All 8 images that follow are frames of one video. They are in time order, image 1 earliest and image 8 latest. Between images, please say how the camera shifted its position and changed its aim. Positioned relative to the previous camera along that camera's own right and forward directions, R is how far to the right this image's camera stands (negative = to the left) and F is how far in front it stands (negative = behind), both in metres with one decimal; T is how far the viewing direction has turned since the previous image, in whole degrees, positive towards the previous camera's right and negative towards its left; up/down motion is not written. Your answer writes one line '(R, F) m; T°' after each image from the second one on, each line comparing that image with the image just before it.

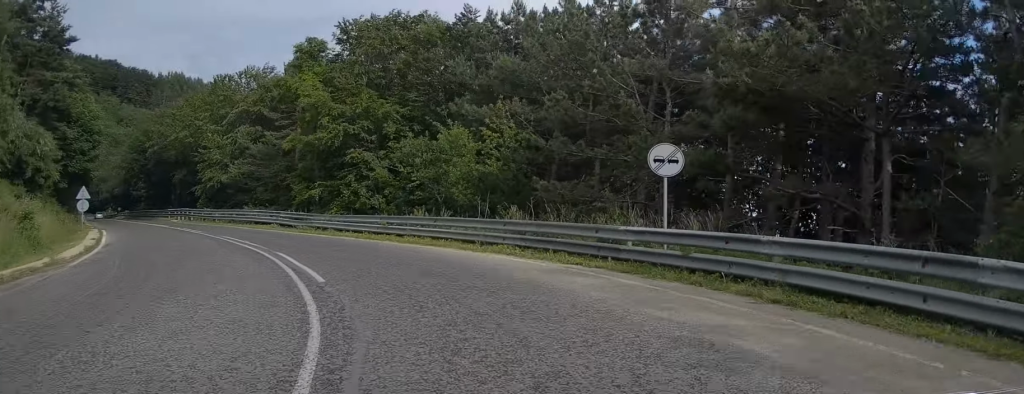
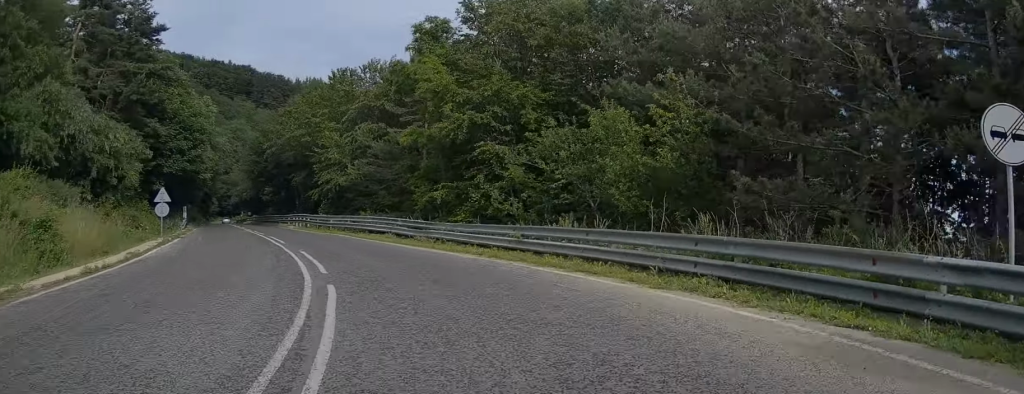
(-1.2, +6.5) m; -9°
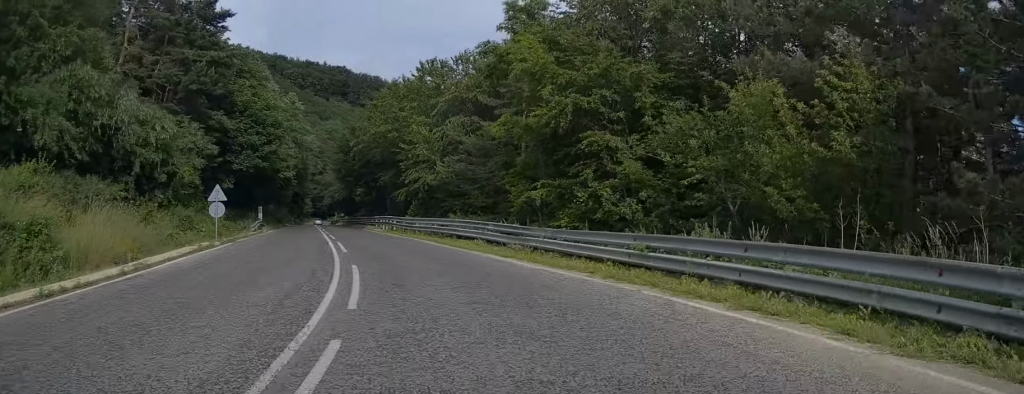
(-0.2, +4.7) m; -6°
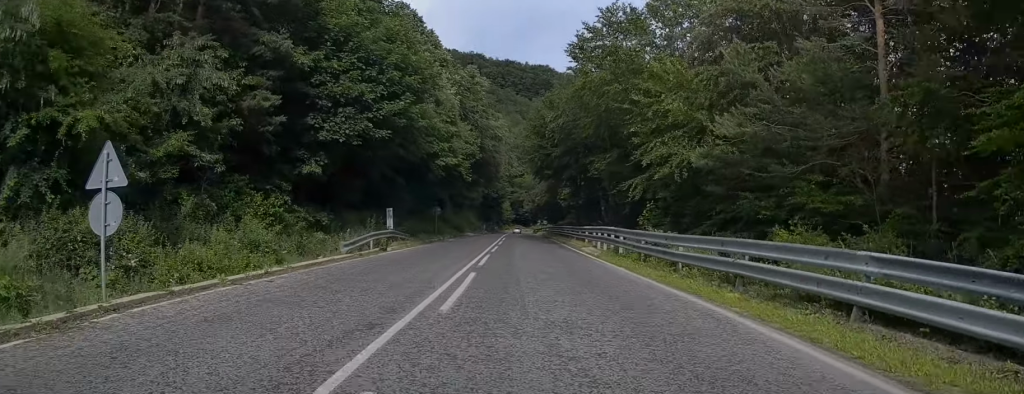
(-3.9, +20.5) m; -16°
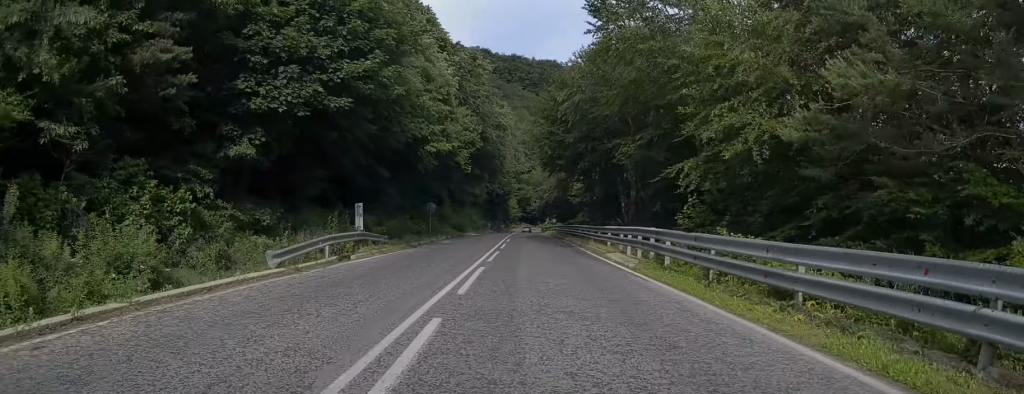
(-0.1, +7.0) m; -1°
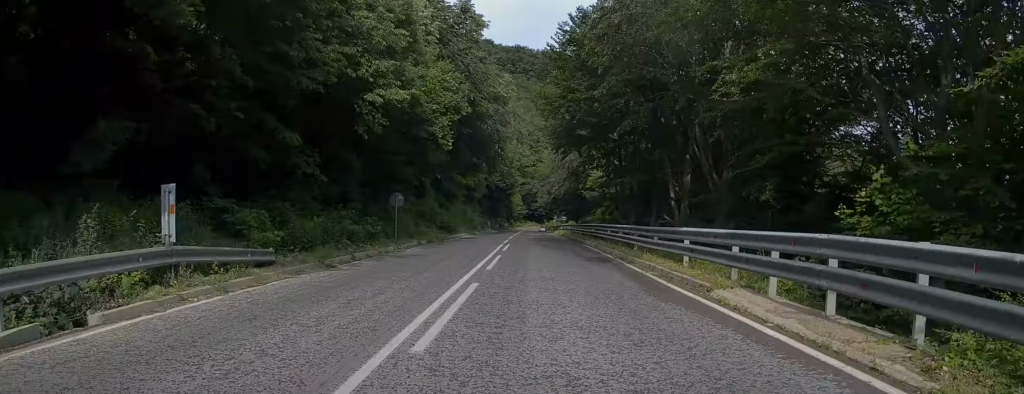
(+0.1, +13.5) m; -1°
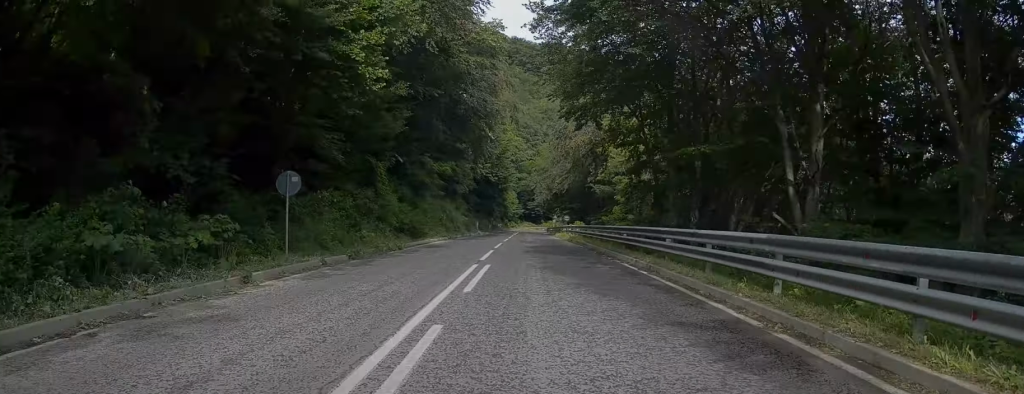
(-0.3, +14.0) m; -1°
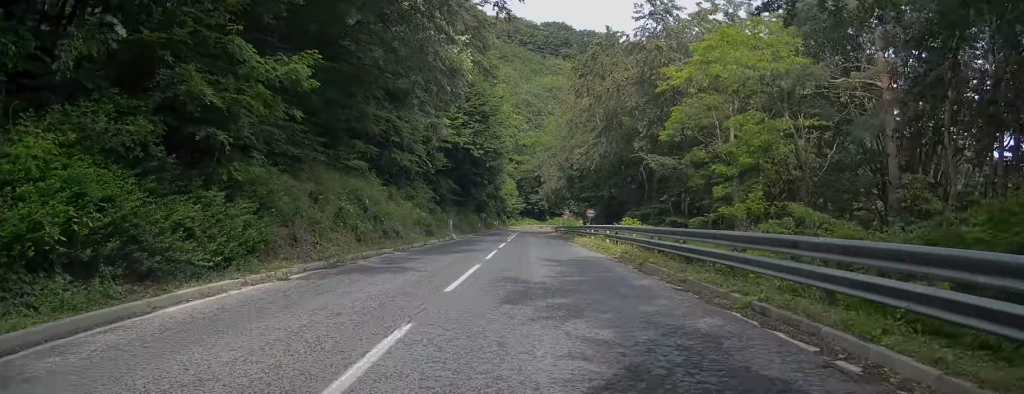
(0.0, +25.5) m; 0°
